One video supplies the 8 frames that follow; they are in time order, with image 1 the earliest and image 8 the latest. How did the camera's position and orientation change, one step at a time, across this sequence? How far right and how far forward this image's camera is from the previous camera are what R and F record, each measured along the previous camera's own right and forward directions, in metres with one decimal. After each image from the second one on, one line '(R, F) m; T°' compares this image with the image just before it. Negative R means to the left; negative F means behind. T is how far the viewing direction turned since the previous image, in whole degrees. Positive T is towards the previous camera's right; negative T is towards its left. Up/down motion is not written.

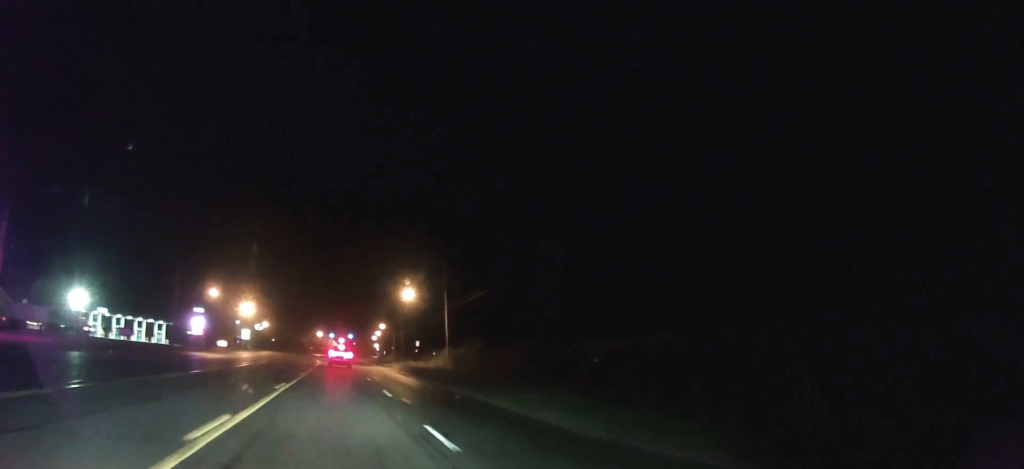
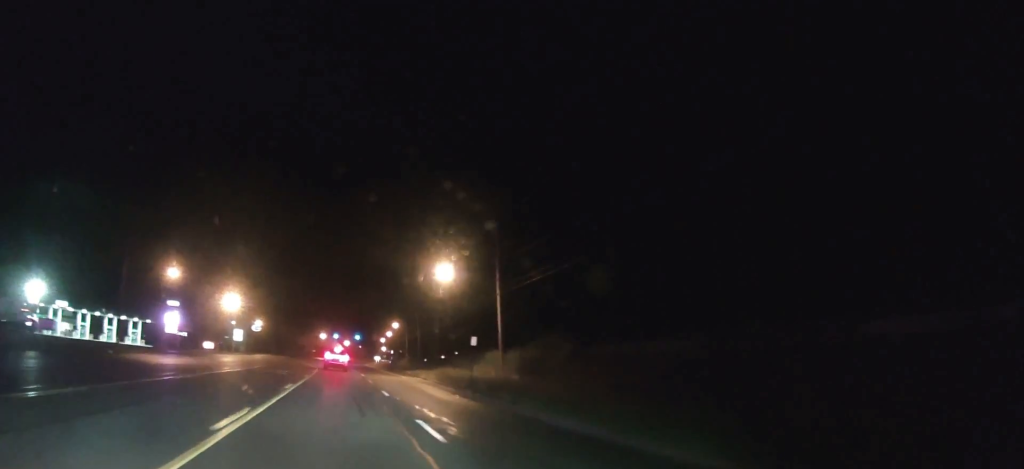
(-0.2, +22.9) m; -1°
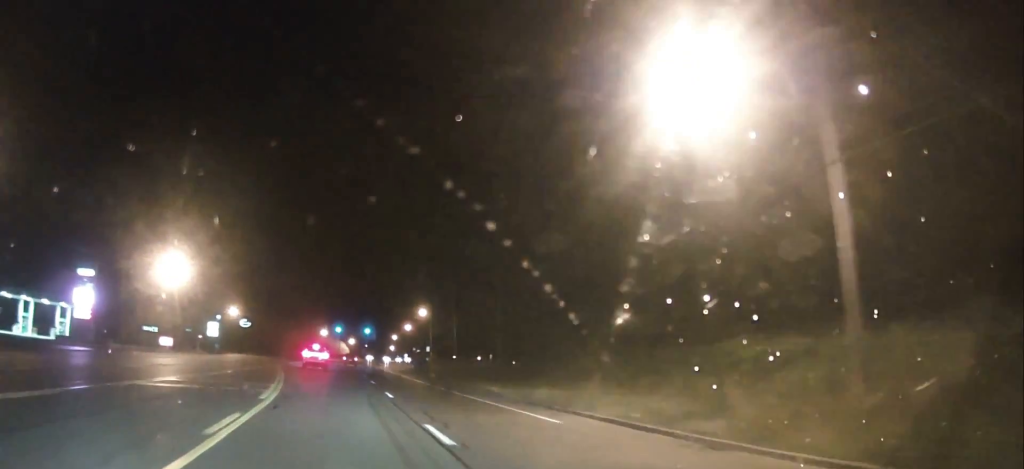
(-0.5, +37.8) m; 0°
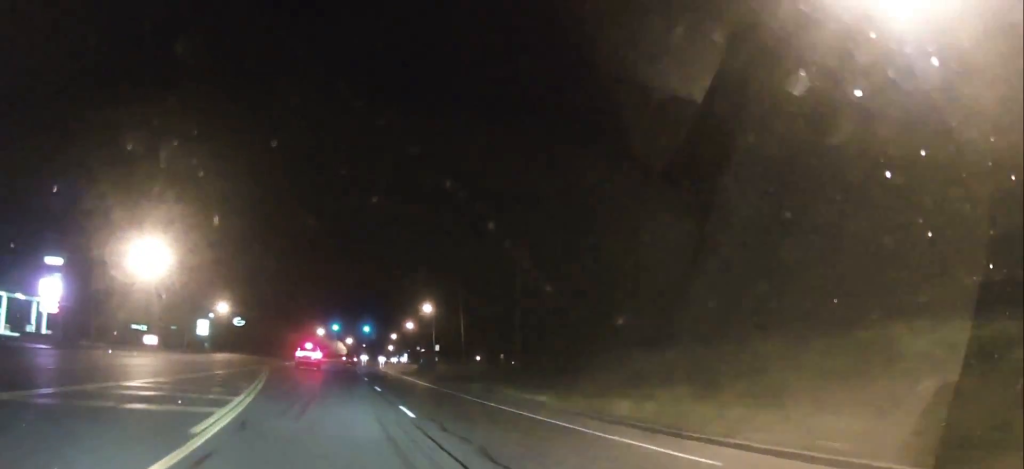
(-0.1, +7.5) m; 0°
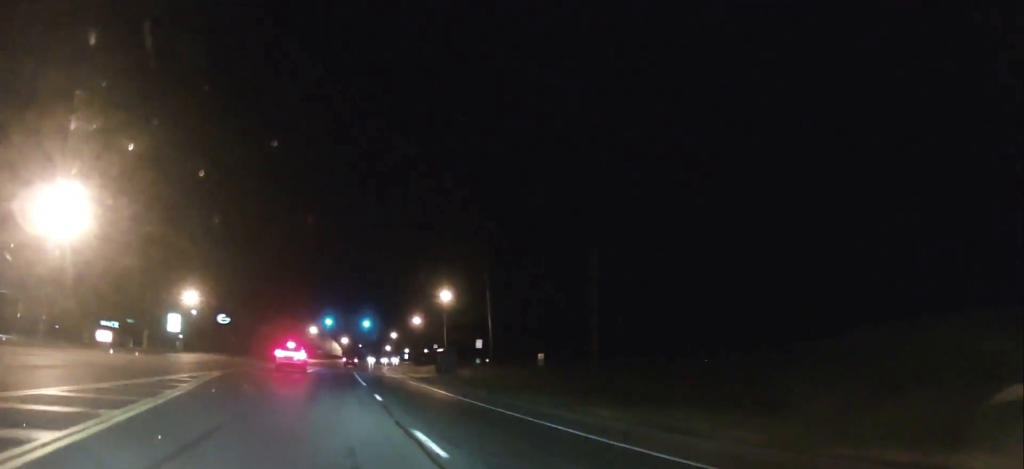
(+0.7, +18.0) m; 0°
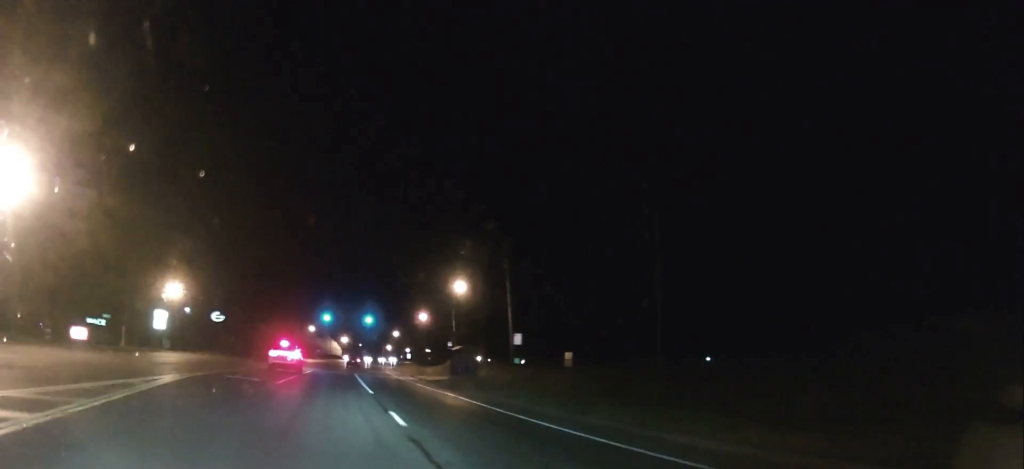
(-0.3, +8.0) m; 0°
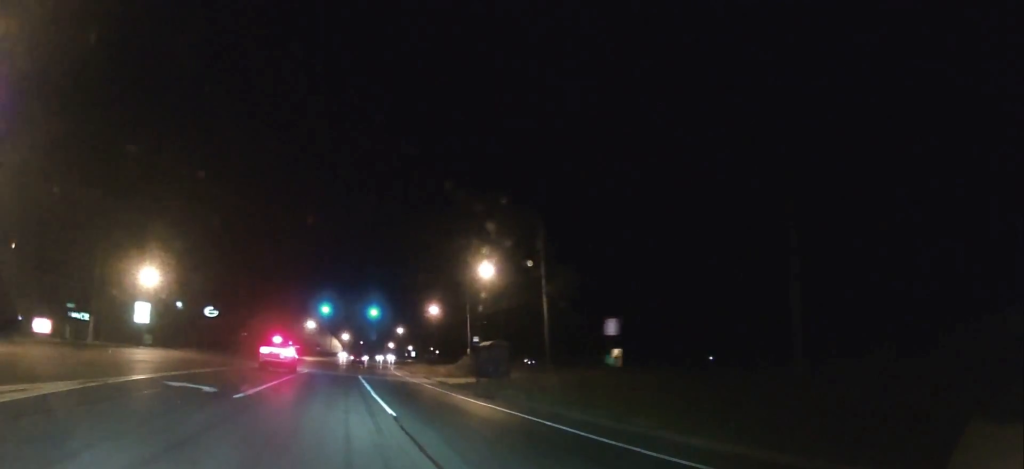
(-0.3, +9.8) m; 0°
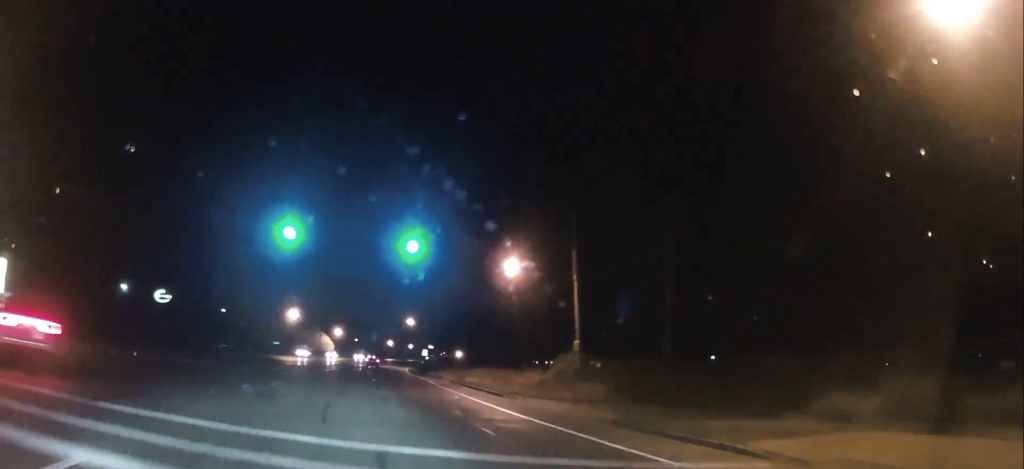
(+0.3, +39.0) m; 0°
